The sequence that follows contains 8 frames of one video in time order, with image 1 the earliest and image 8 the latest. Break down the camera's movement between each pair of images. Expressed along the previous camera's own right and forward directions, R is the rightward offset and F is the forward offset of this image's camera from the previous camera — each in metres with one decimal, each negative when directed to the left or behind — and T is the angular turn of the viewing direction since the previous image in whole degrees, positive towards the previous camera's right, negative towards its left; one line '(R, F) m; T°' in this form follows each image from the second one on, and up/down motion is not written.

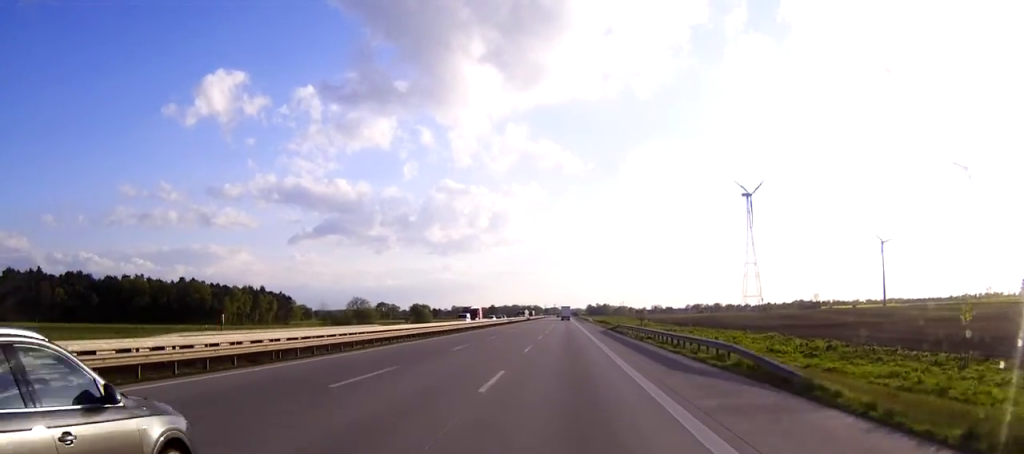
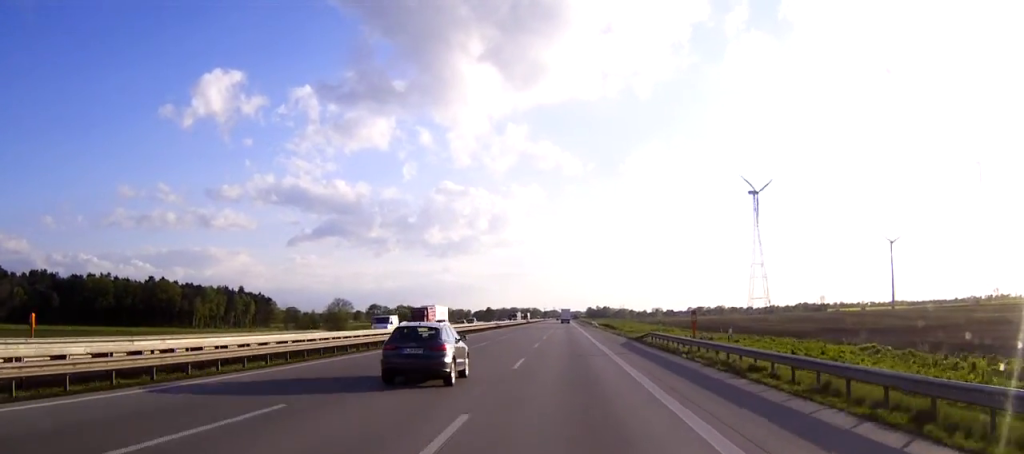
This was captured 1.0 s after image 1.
(0.0, +27.3) m; 0°
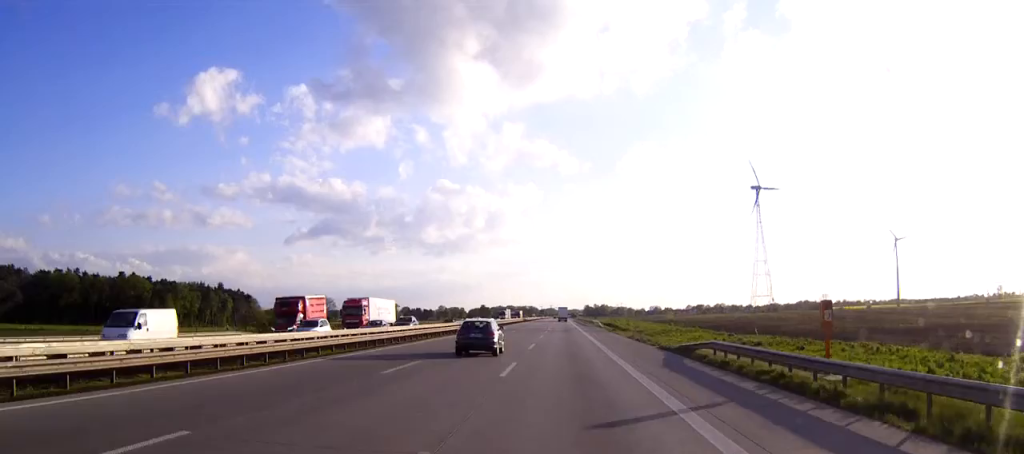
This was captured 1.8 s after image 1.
(0.0, +21.9) m; 0°
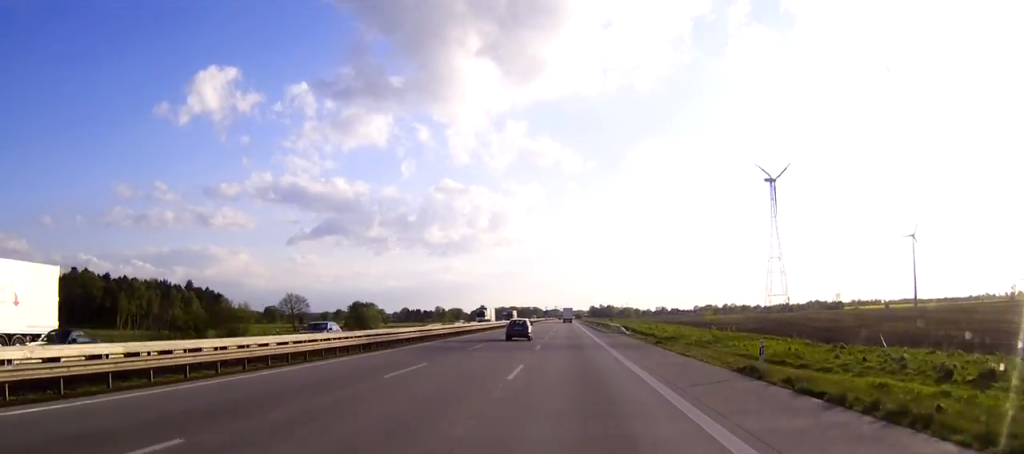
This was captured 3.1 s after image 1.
(-0.2, +36.3) m; 0°
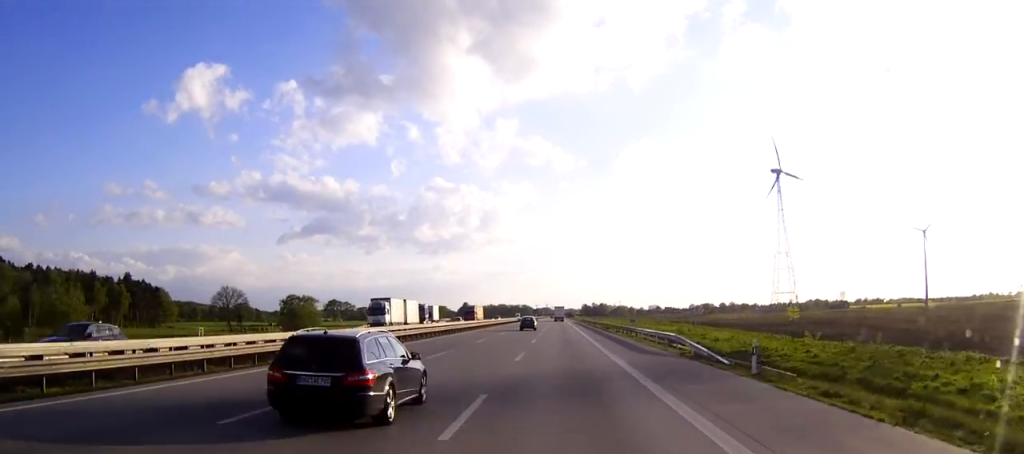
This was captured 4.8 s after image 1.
(+0.4, +46.3) m; 0°
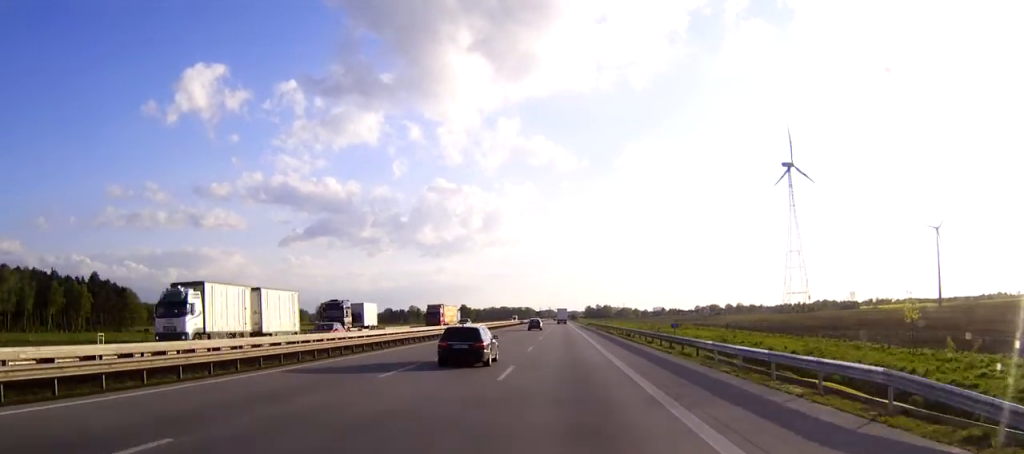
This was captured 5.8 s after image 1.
(0.0, +25.5) m; 0°
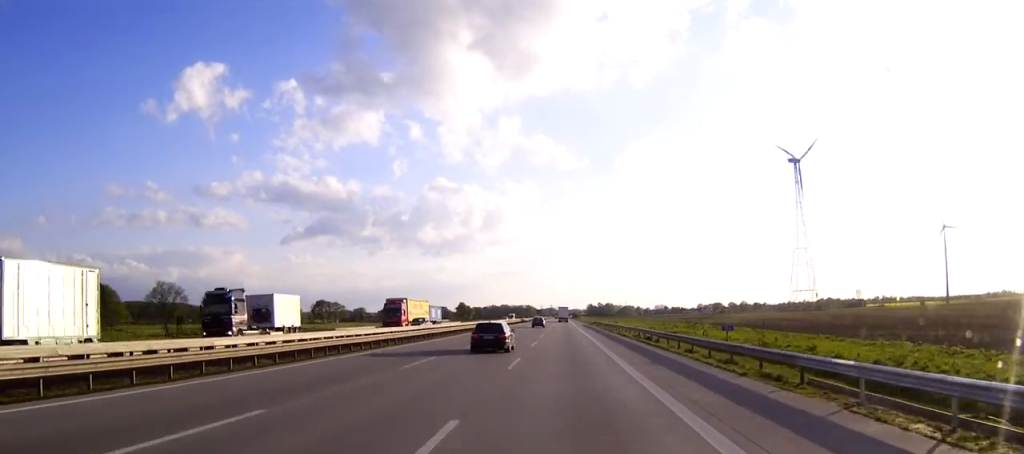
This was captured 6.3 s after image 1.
(0.0, +14.6) m; 0°
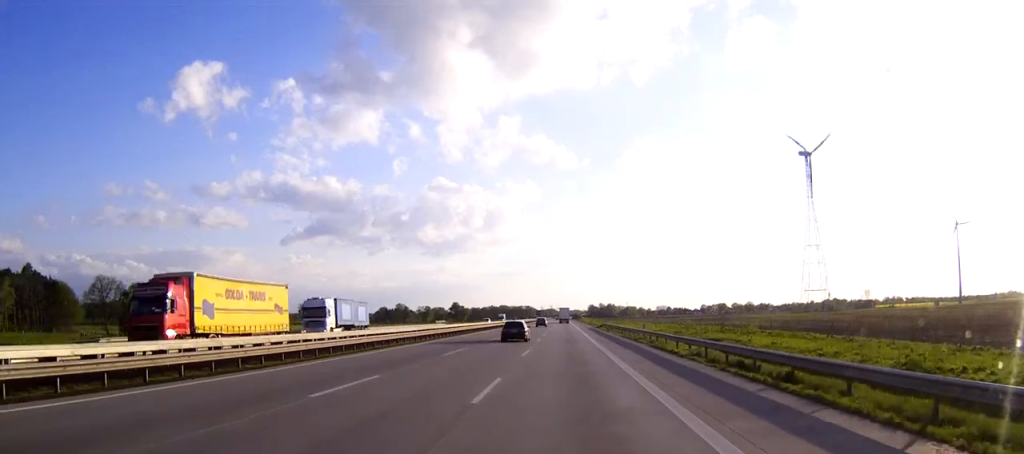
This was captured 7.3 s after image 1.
(0.0, +27.3) m; 0°
